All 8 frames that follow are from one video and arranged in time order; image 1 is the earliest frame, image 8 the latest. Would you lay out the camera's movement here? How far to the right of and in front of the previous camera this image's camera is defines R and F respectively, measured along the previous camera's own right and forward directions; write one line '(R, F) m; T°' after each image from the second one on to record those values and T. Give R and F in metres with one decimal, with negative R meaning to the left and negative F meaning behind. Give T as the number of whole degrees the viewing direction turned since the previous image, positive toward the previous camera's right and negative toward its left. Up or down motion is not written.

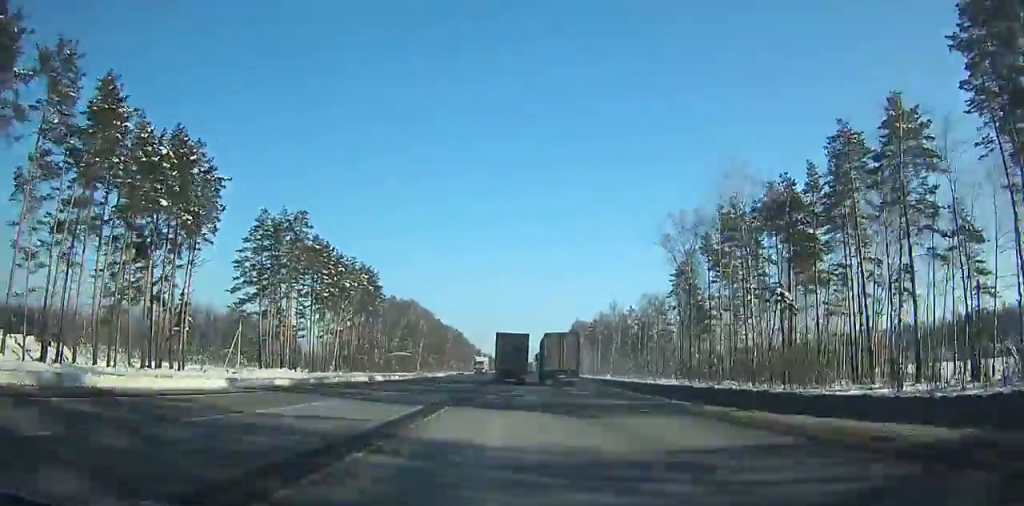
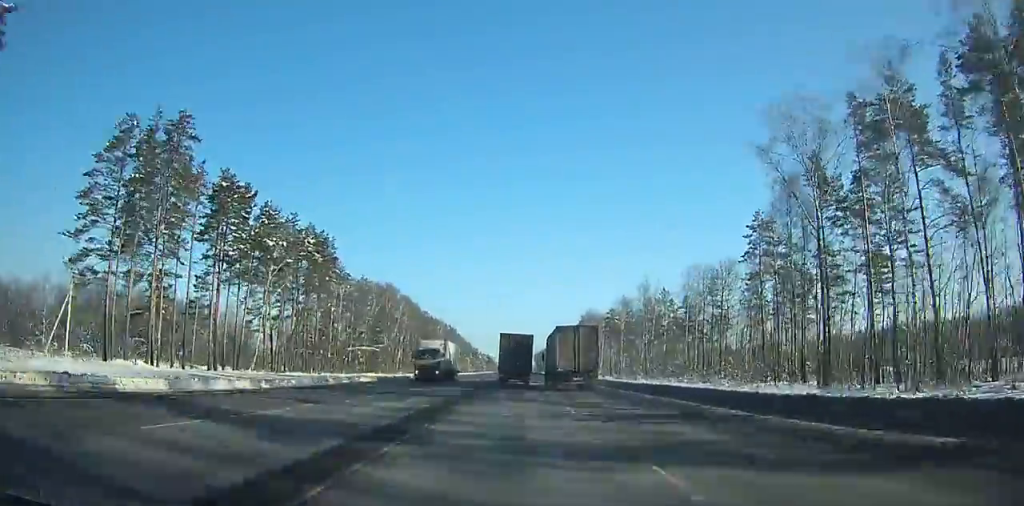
(-0.3, +36.9) m; 0°
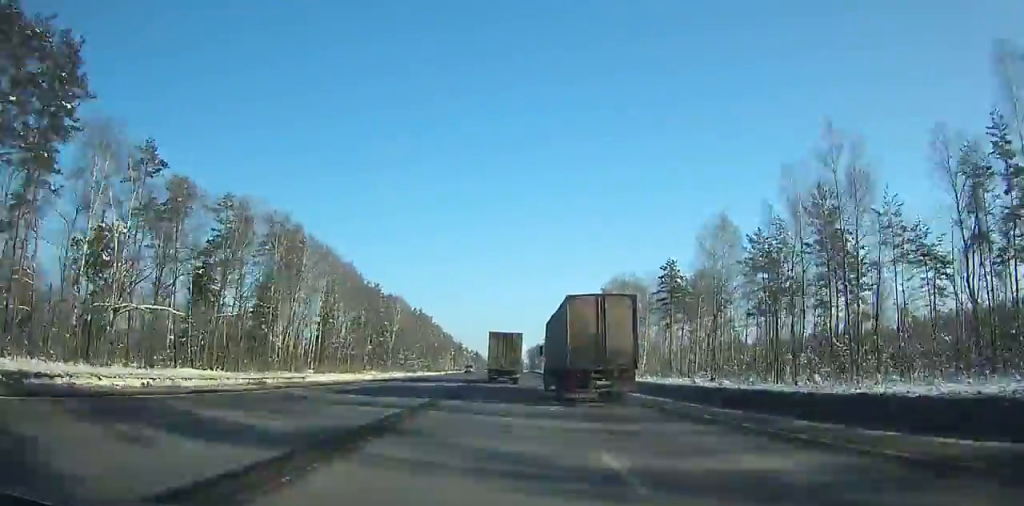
(+0.5, +71.0) m; 0°
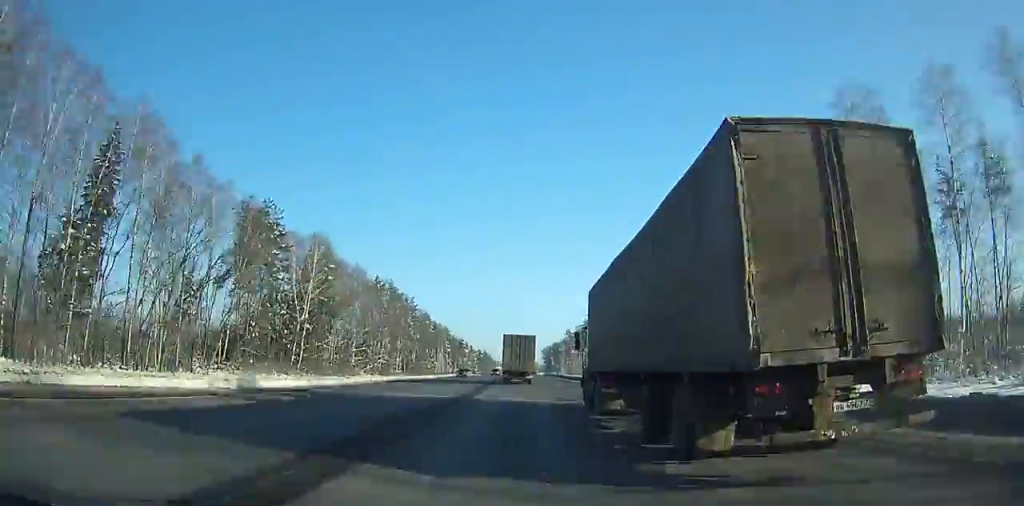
(0.0, +82.6) m; 0°
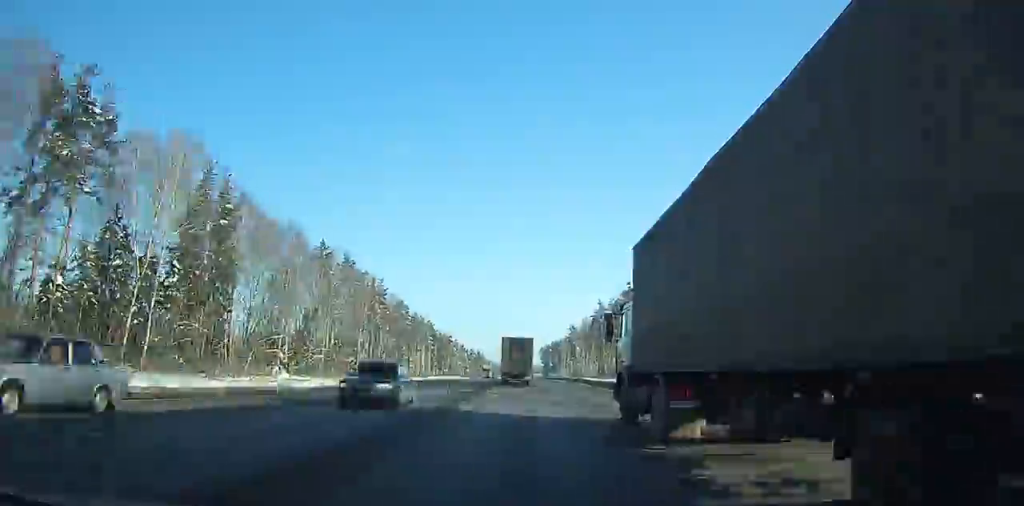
(0.0, +41.5) m; +1°
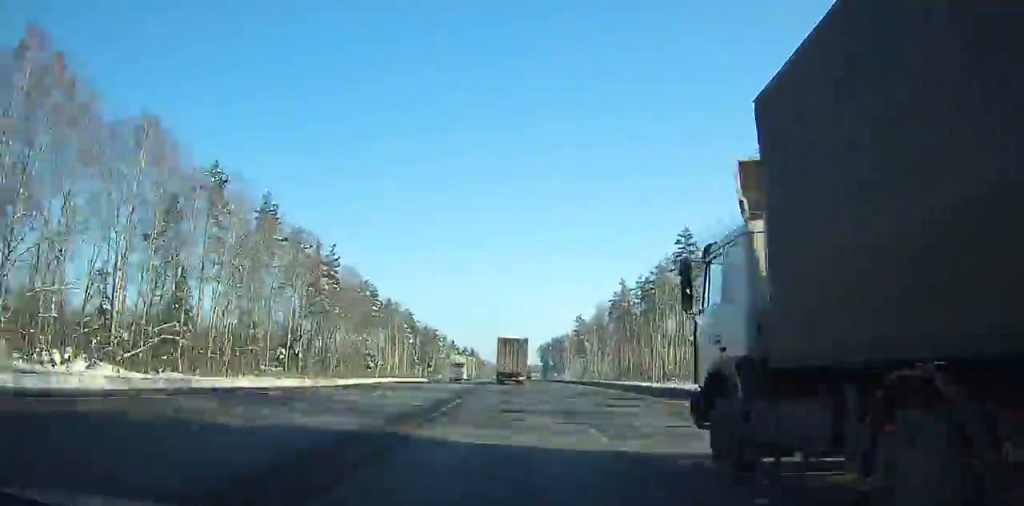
(-0.9, +41.6) m; +3°
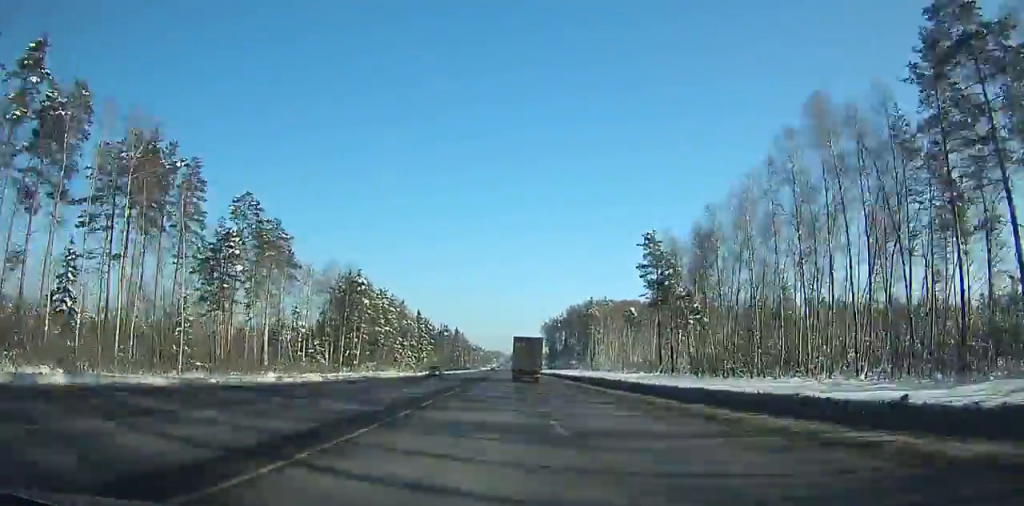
(-2.6, +120.9) m; -6°
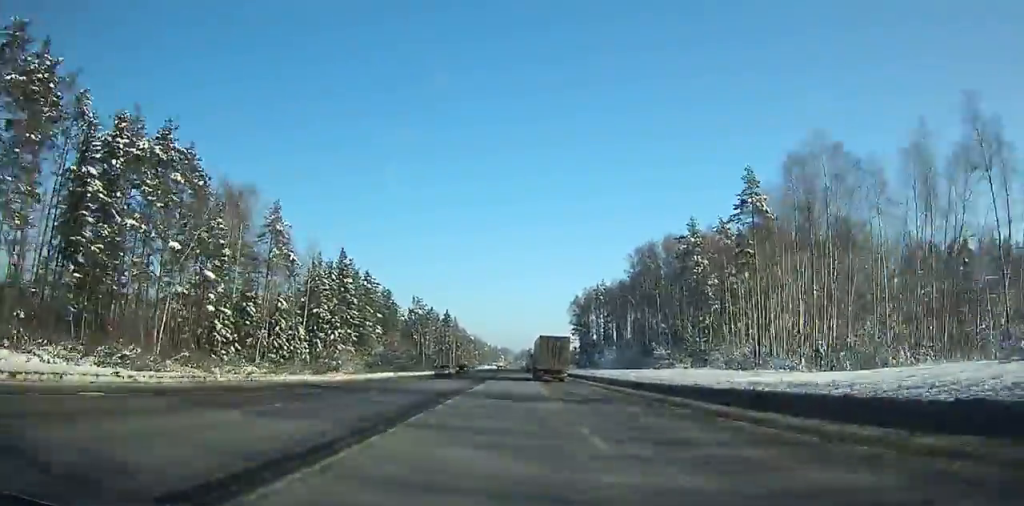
(-0.6, +120.4) m; +2°
